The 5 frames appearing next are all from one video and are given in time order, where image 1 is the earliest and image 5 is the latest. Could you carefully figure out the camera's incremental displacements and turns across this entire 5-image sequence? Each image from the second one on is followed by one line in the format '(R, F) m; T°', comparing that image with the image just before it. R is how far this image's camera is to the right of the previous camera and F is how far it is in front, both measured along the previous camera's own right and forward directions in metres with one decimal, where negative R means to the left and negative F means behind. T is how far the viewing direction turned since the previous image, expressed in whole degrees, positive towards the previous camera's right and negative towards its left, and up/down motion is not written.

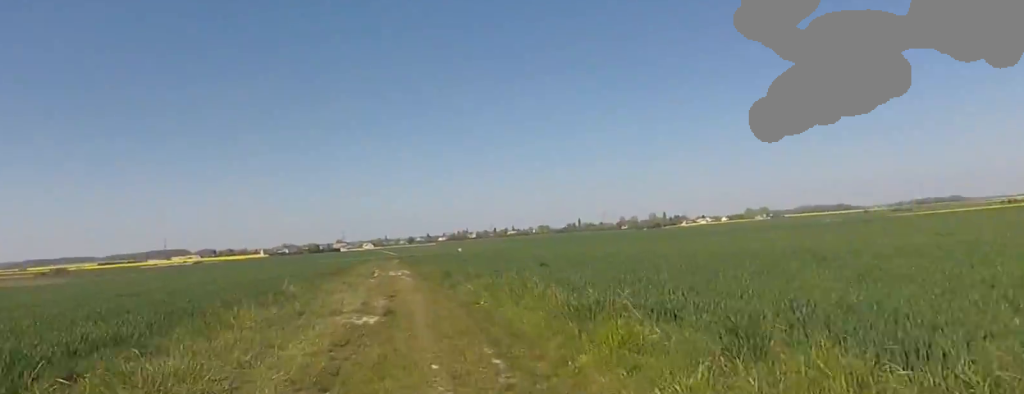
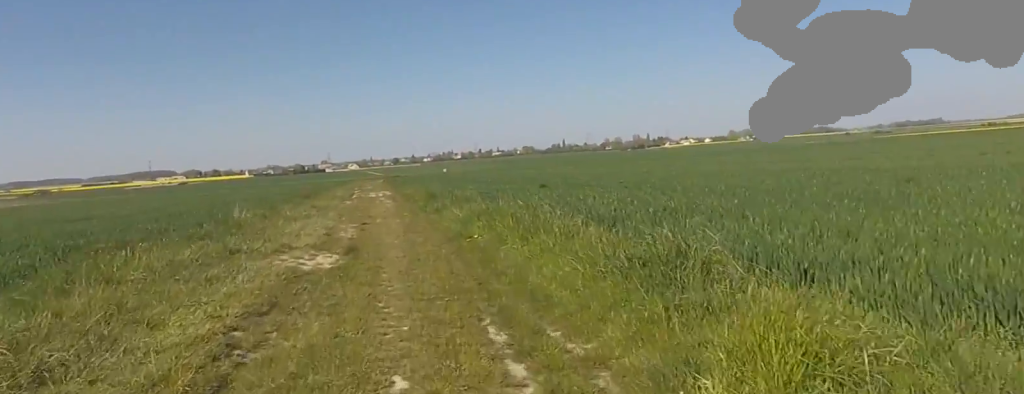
(-0.2, +3.5) m; -1°
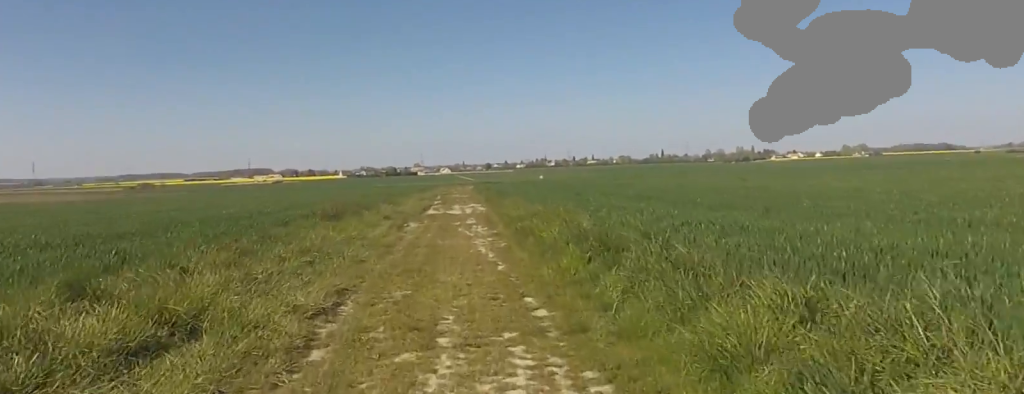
(+0.2, +14.4) m; -1°
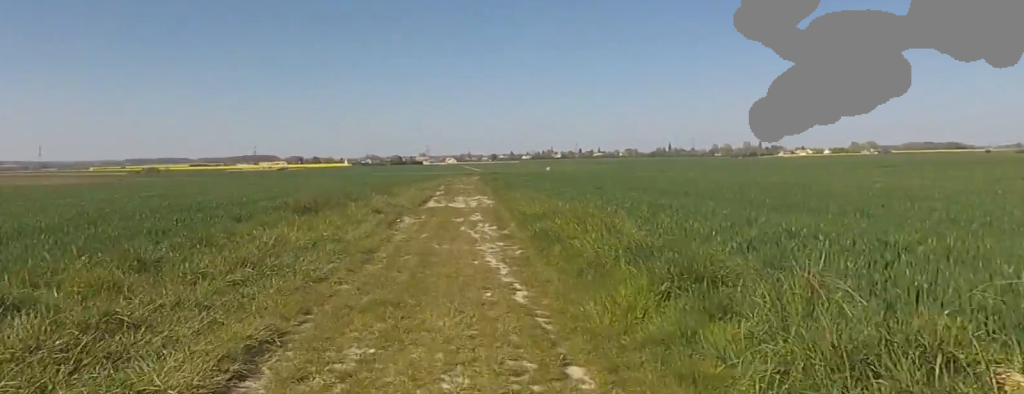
(-0.1, +3.3) m; -2°
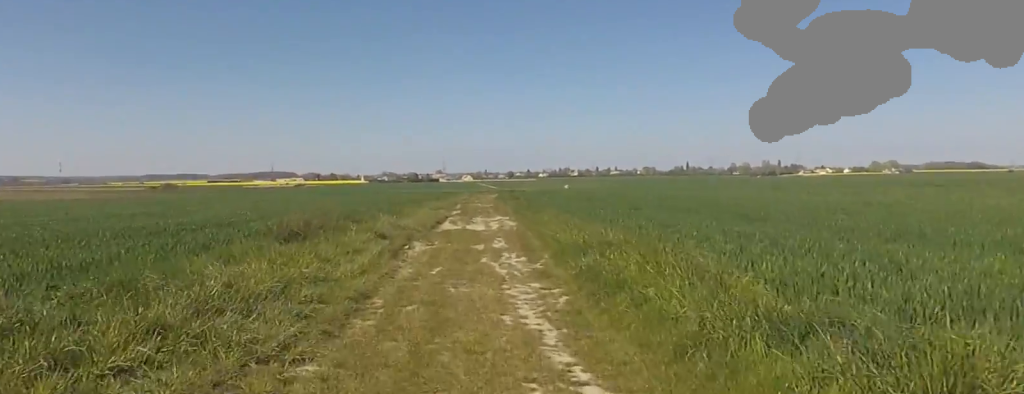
(-0.1, +2.8) m; -2°
